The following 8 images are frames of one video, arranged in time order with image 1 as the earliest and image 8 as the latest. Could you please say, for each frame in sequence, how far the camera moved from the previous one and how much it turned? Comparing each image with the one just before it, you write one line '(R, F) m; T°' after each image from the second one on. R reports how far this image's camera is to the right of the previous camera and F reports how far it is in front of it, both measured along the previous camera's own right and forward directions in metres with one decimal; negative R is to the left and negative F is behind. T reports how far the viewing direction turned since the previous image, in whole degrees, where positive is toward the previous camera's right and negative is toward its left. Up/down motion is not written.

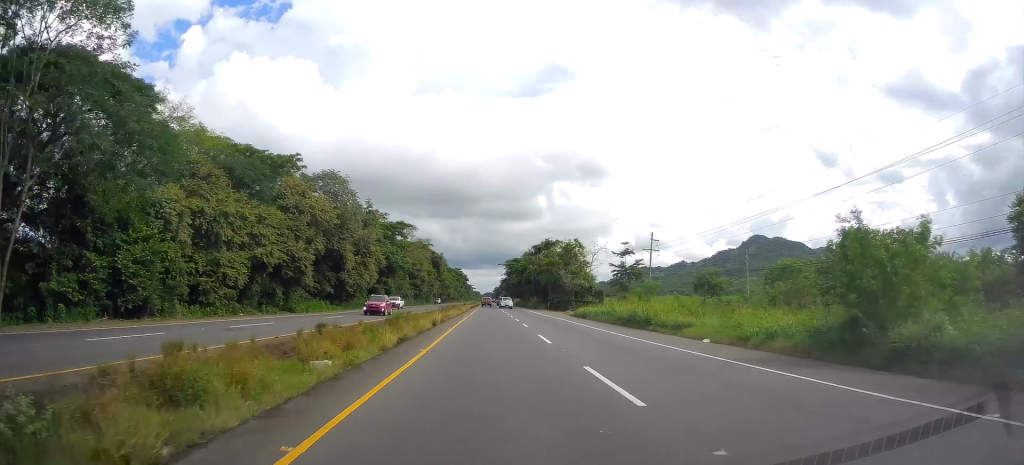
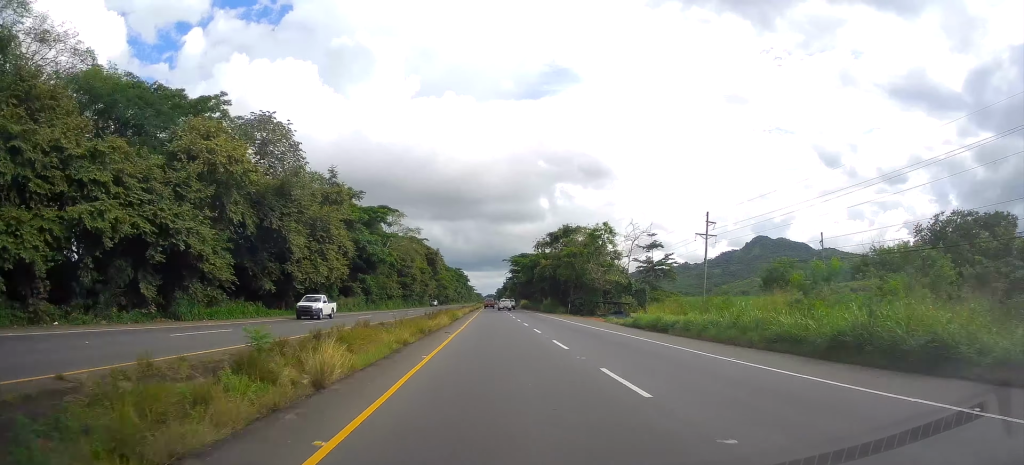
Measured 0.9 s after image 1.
(-0.2, +20.4) m; 0°
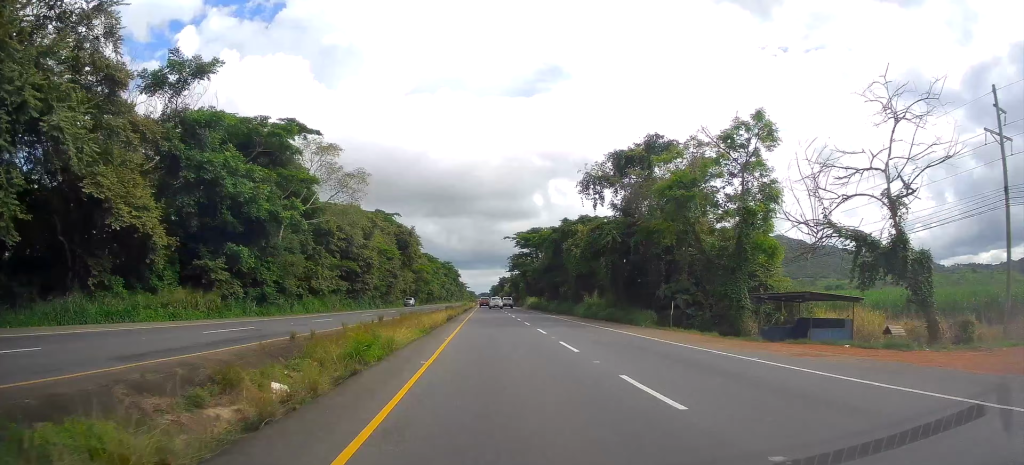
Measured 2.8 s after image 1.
(-0.1, +39.4) m; 0°
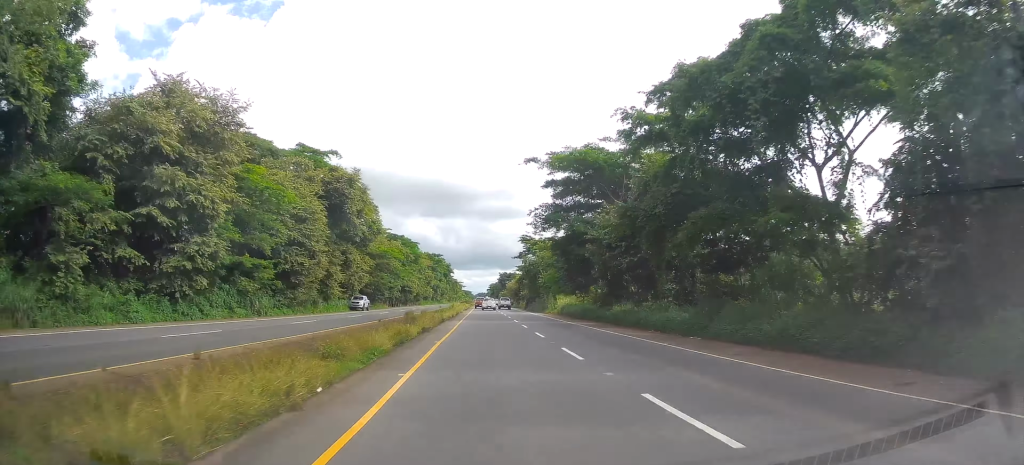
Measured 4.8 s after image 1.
(+0.3, +42.2) m; 0°
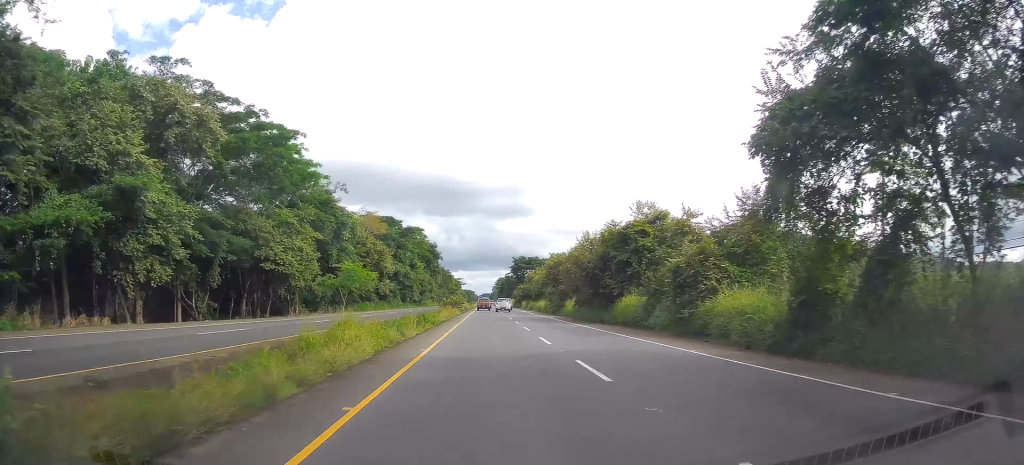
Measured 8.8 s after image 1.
(-0.5, +74.8) m; -1°
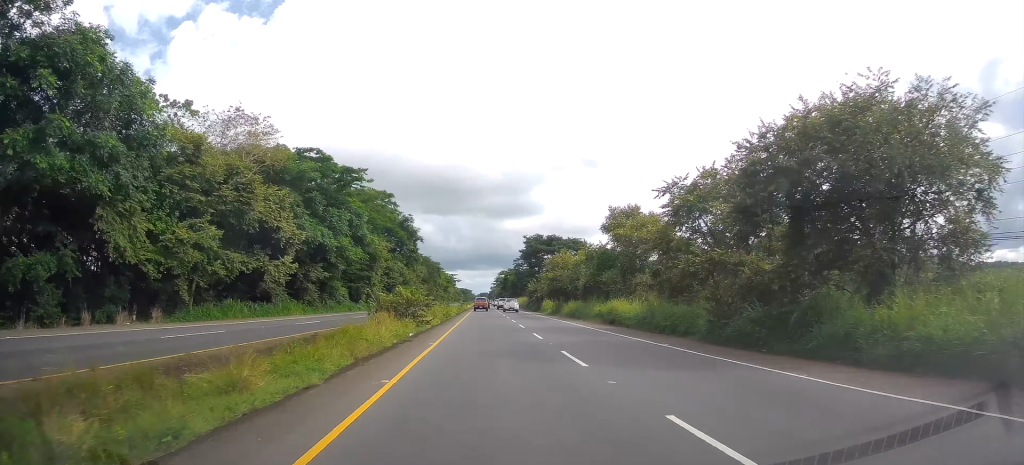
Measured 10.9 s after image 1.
(0.0, +44.4) m; 0°
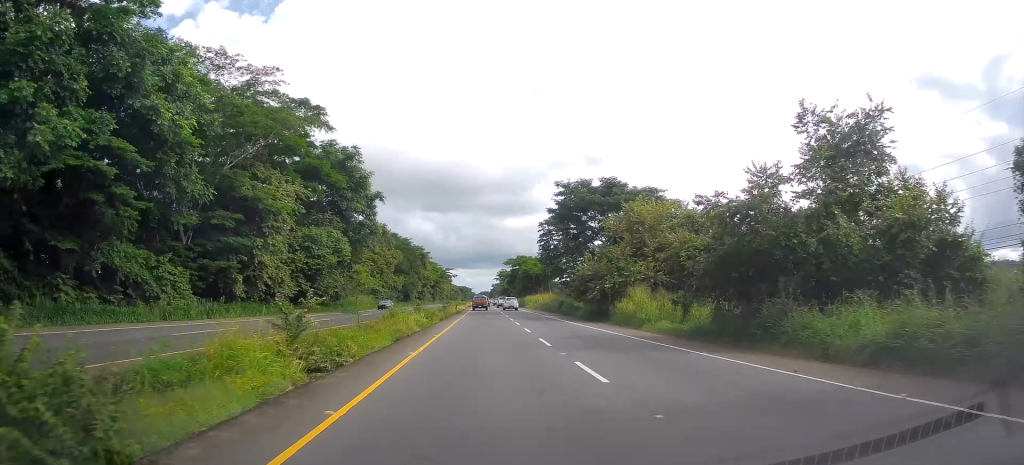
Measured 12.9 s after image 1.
(+0.4, +43.4) m; 0°
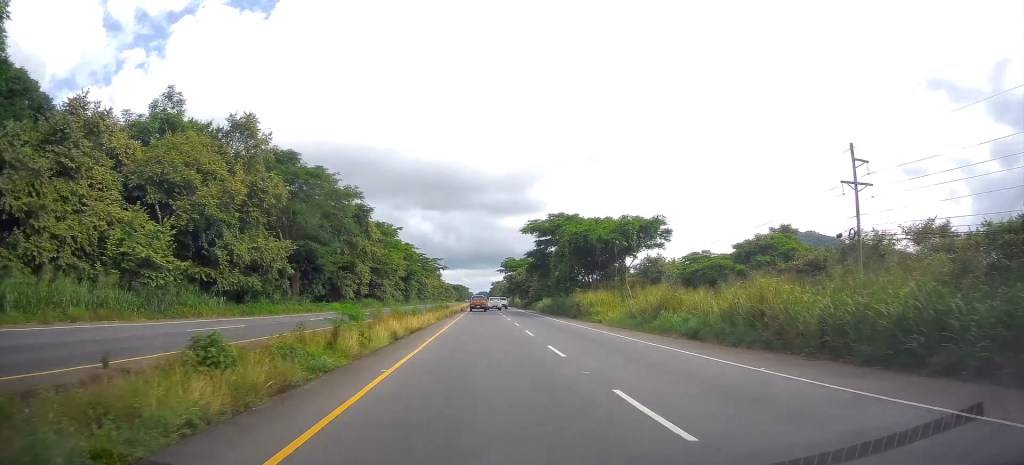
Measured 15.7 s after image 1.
(-0.5, +61.9) m; -1°
